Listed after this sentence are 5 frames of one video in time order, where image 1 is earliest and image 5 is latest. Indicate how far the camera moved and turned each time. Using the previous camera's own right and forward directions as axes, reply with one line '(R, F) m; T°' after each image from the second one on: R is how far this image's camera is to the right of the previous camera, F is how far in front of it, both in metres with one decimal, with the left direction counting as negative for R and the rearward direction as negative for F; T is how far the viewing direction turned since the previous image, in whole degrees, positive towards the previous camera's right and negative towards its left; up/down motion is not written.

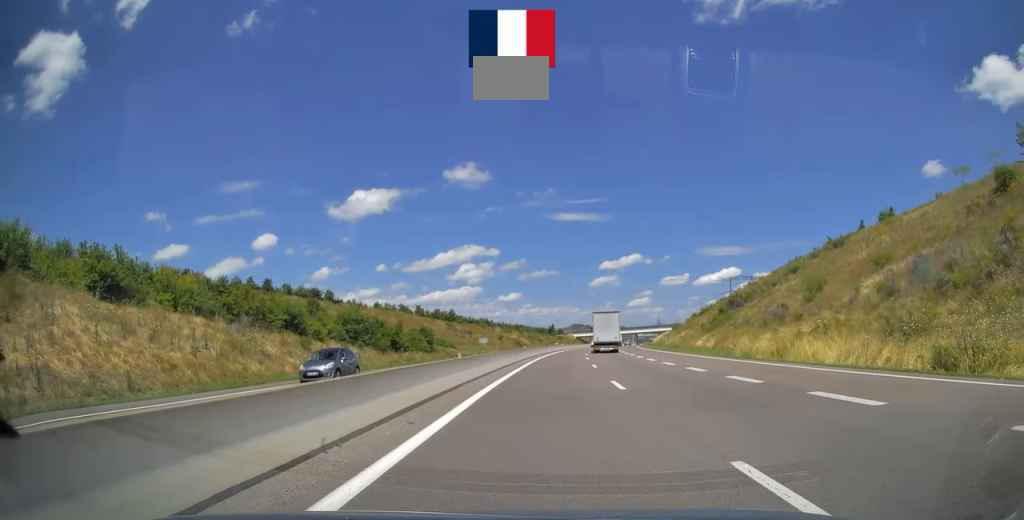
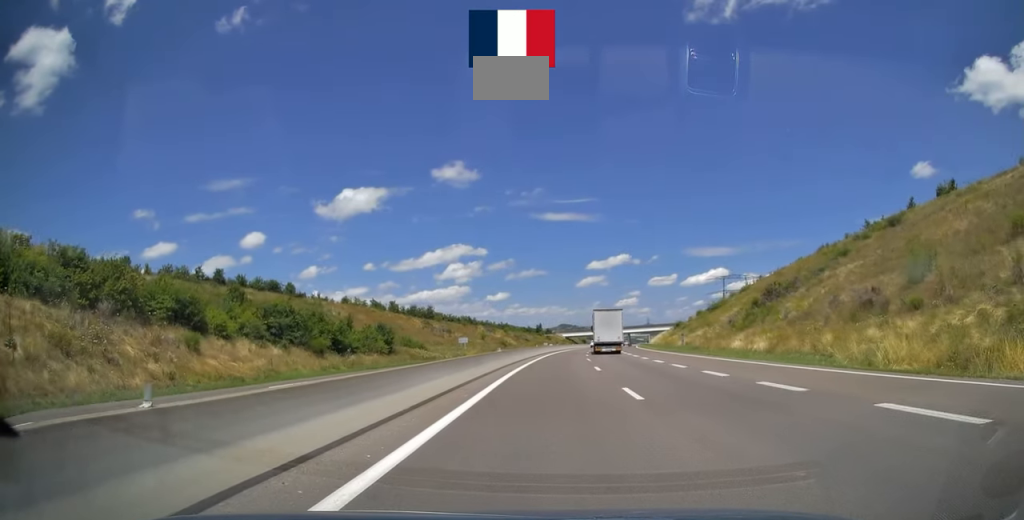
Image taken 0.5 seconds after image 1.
(+0.2, +16.0) m; +1°
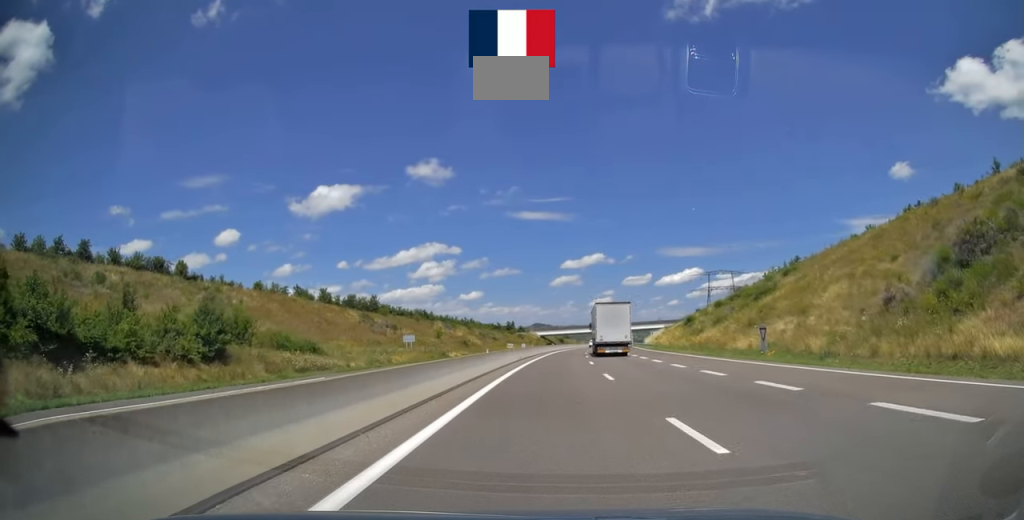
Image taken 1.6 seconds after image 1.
(+0.7, +32.6) m; +2°
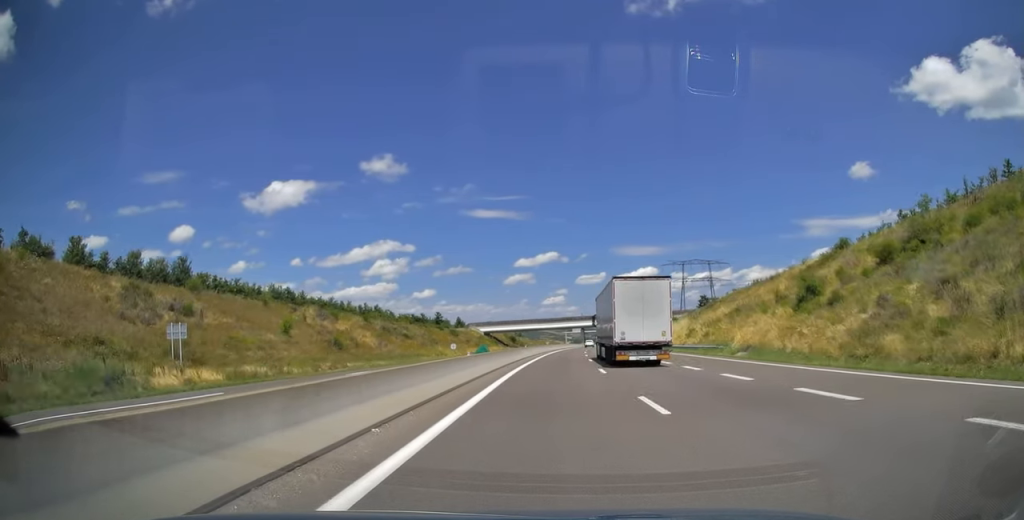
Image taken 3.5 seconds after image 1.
(+1.9, +61.5) m; +4°
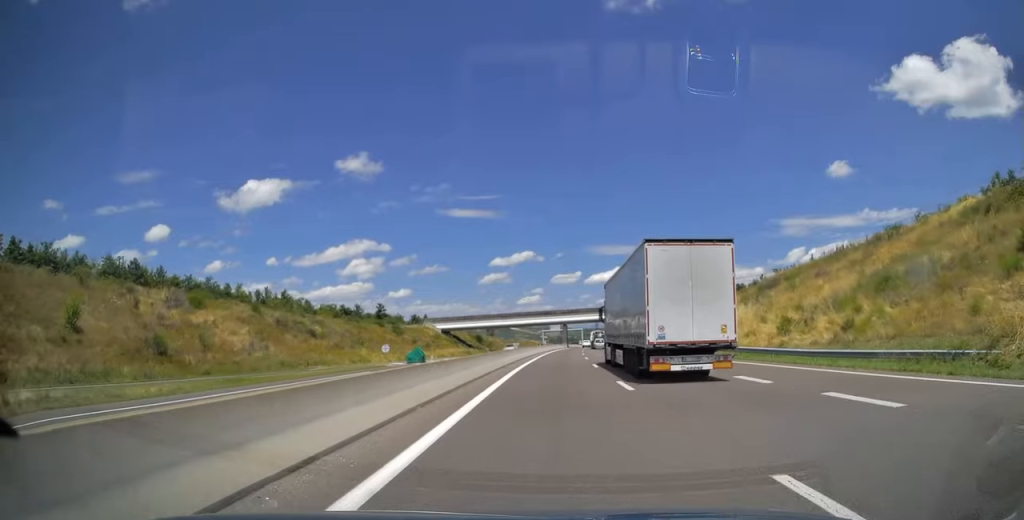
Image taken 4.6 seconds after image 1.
(+0.6, +34.3) m; +2°
